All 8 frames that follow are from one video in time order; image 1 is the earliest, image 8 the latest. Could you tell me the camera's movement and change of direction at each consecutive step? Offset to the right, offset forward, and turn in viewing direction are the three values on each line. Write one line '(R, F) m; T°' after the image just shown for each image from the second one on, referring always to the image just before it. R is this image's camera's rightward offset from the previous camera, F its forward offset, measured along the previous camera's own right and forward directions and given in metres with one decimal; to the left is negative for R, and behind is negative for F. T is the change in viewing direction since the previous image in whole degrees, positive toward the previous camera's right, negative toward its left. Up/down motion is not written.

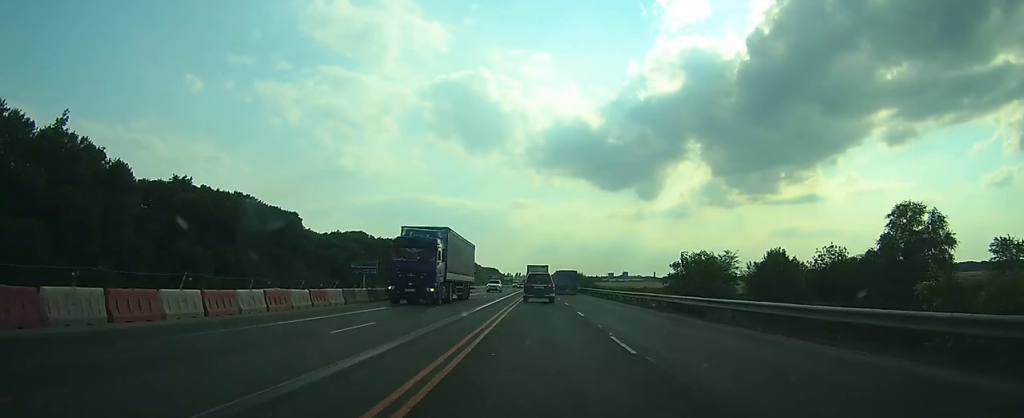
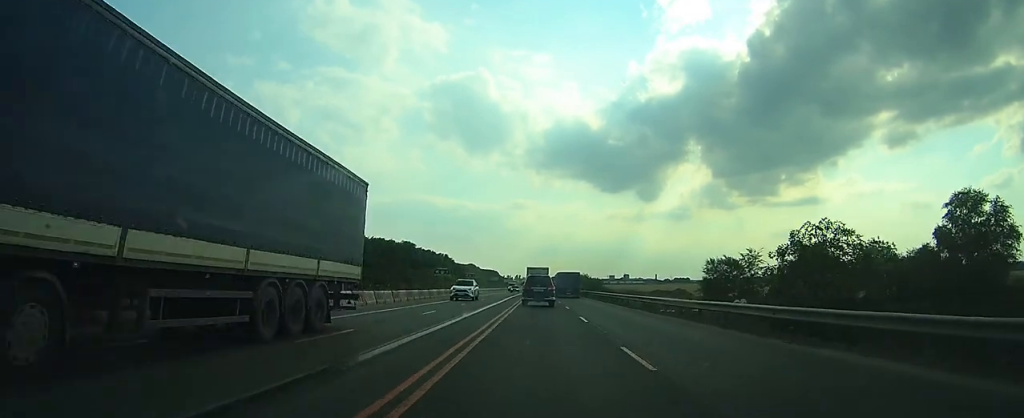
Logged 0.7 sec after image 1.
(0.0, +14.6) m; 0°
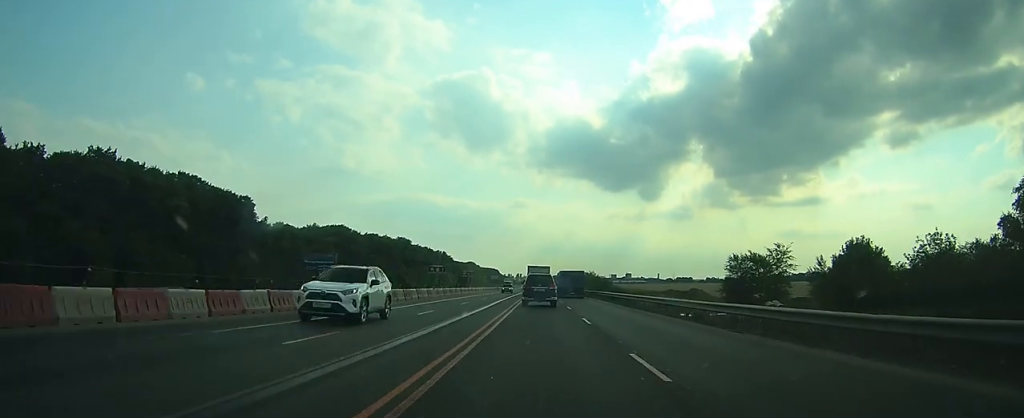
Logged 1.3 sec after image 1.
(0.0, +13.6) m; 0°
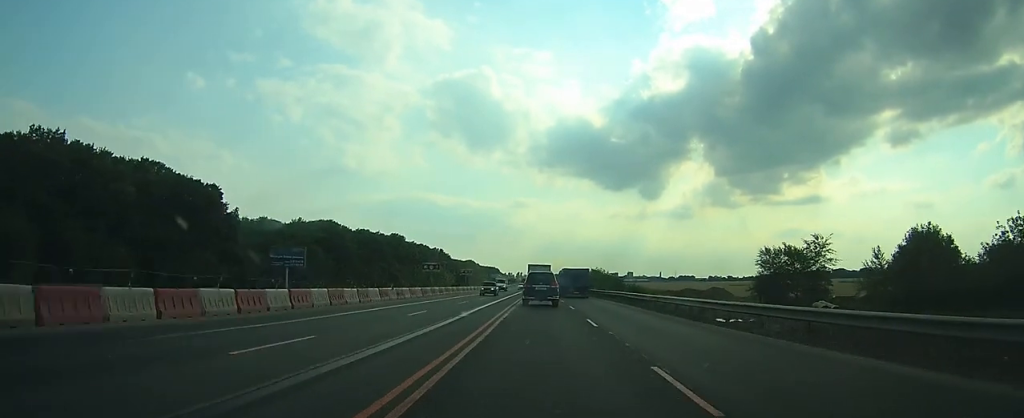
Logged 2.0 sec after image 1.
(0.0, +14.8) m; 0°
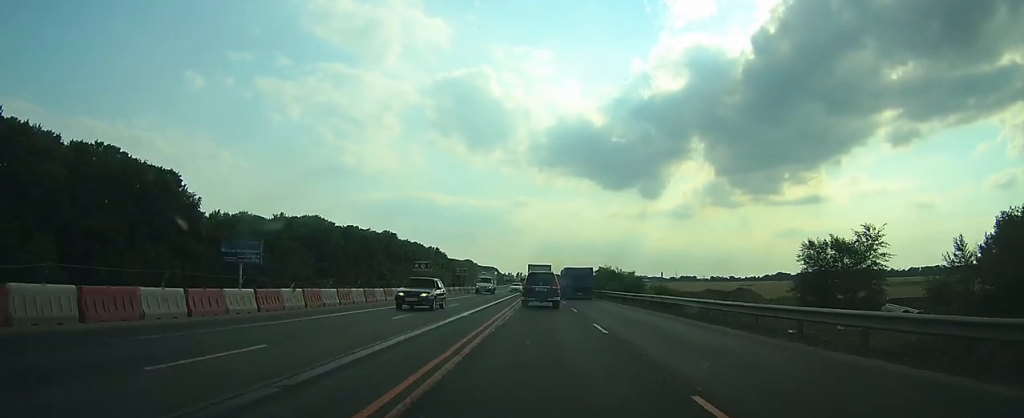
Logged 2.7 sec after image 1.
(0.0, +14.9) m; 0°
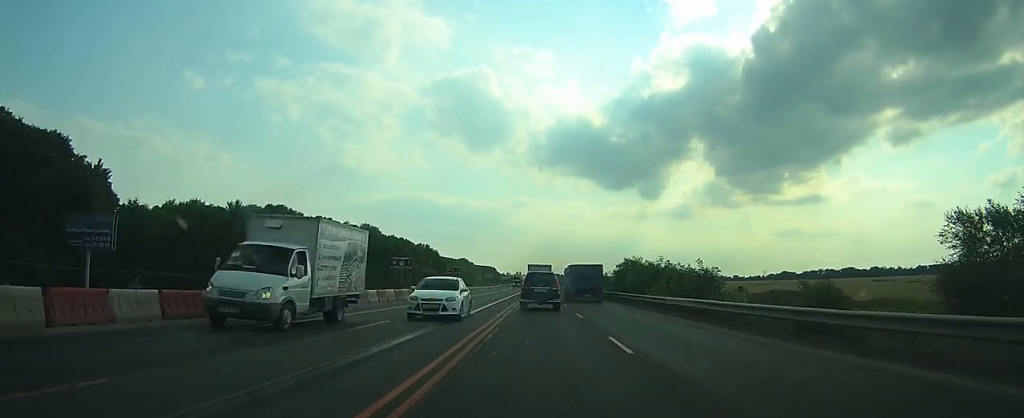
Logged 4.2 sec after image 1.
(-0.2, +28.9) m; -1°
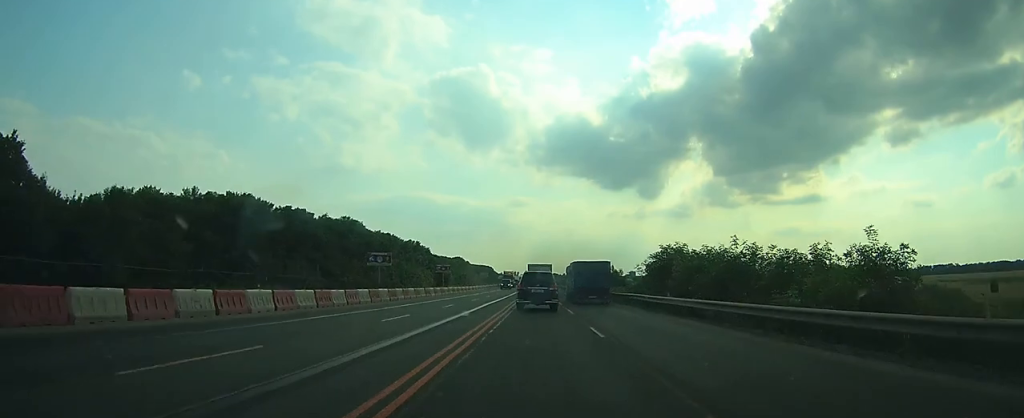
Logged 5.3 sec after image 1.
(-0.1, +21.0) m; 0°
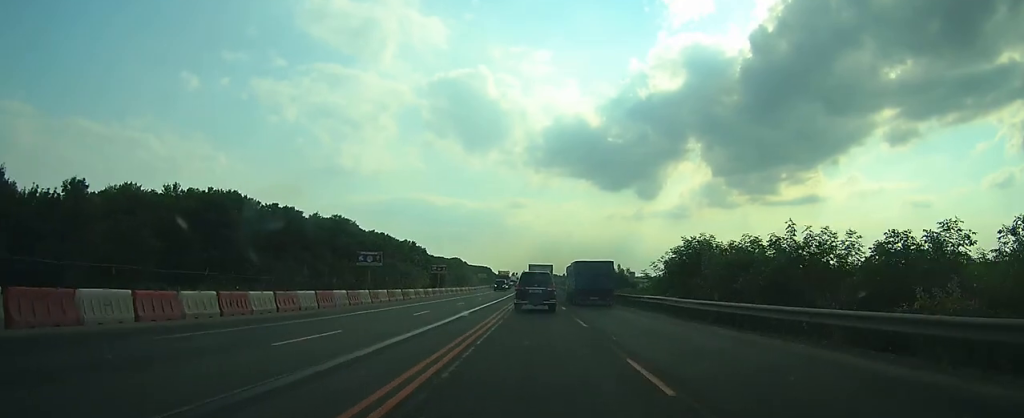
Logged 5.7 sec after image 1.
(0.0, +7.5) m; 0°
